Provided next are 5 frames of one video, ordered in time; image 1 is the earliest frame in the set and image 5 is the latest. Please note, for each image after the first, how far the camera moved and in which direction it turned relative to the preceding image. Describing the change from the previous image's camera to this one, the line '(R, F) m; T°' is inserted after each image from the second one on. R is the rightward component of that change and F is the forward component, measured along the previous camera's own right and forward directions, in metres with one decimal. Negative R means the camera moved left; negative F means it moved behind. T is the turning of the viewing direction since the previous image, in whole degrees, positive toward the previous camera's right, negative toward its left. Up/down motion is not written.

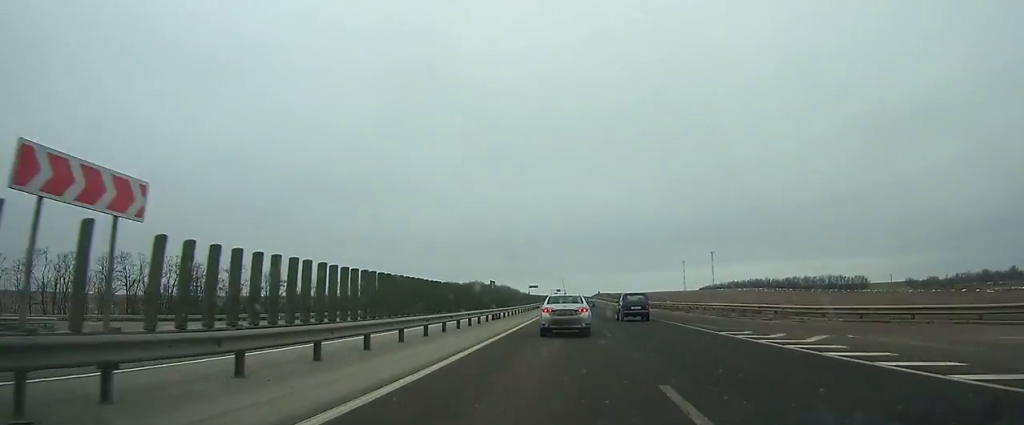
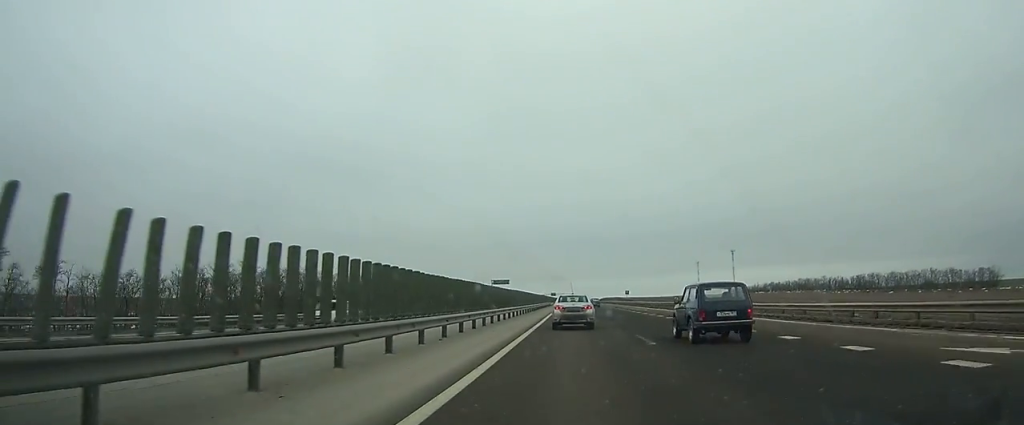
(-0.1, +132.6) m; 0°
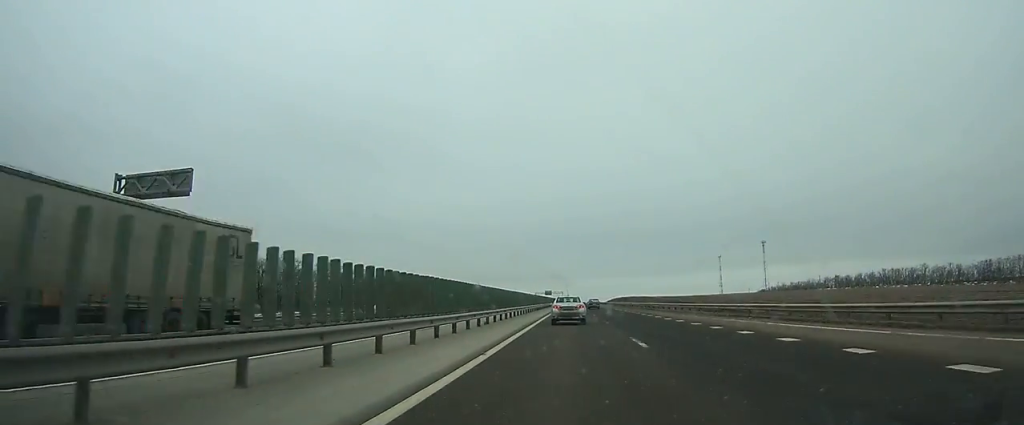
(+0.5, +128.8) m; 0°
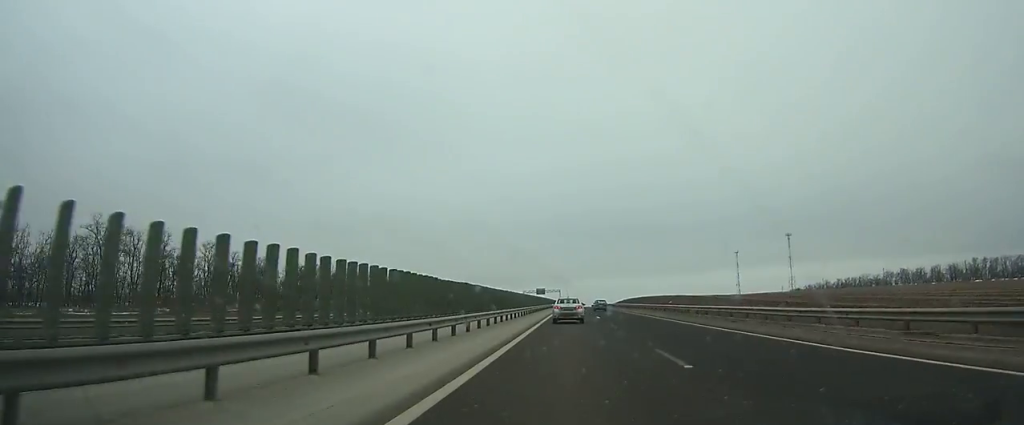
(-0.2, +85.7) m; 0°
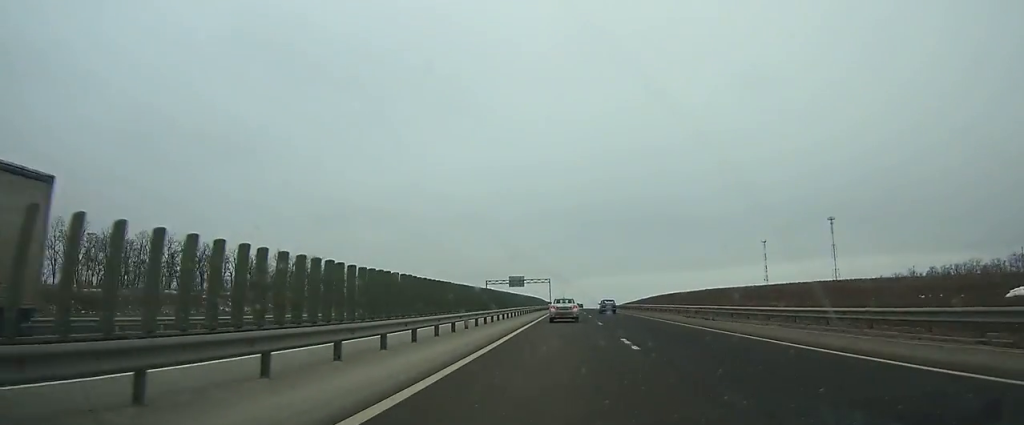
(+0.3, +111.3) m; 0°
